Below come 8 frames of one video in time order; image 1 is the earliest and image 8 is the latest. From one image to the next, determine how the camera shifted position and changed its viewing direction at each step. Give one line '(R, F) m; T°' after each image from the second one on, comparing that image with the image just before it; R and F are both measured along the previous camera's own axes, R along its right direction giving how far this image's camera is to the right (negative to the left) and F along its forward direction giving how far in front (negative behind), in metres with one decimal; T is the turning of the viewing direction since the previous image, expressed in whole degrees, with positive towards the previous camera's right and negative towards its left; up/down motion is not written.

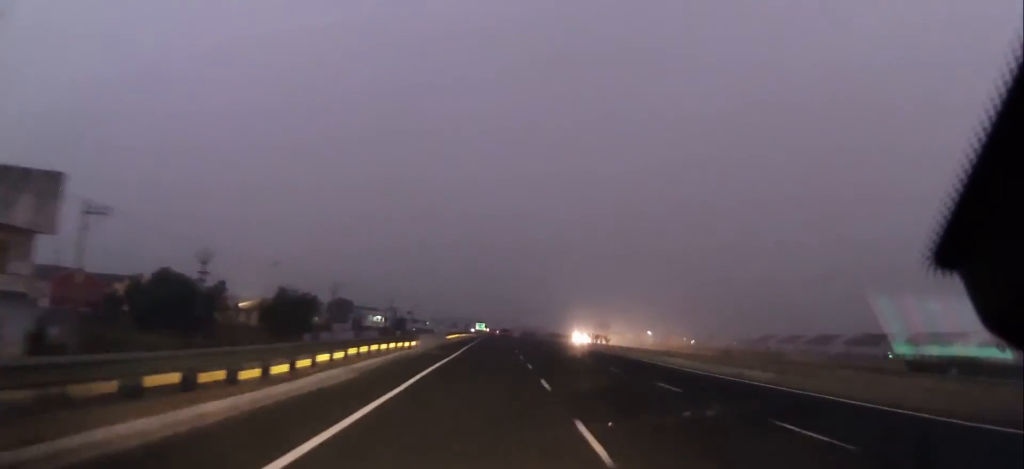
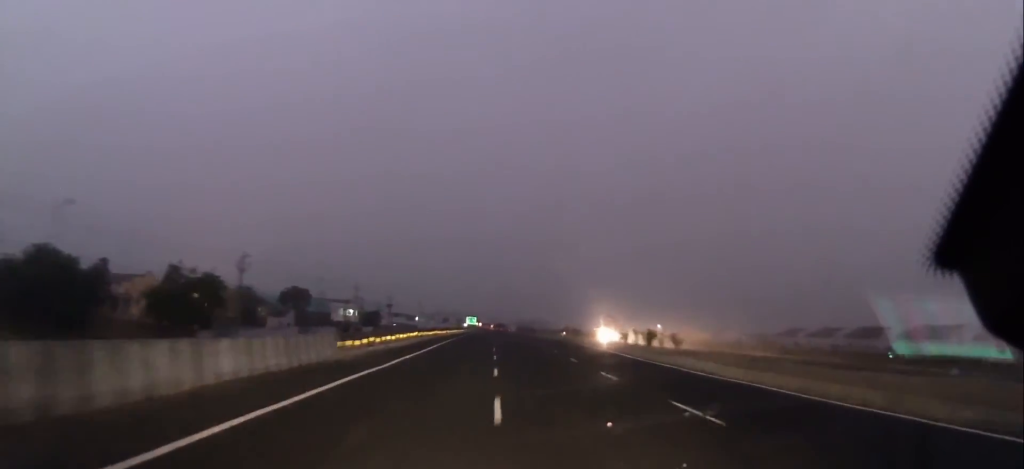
(+0.4, +33.7) m; 0°
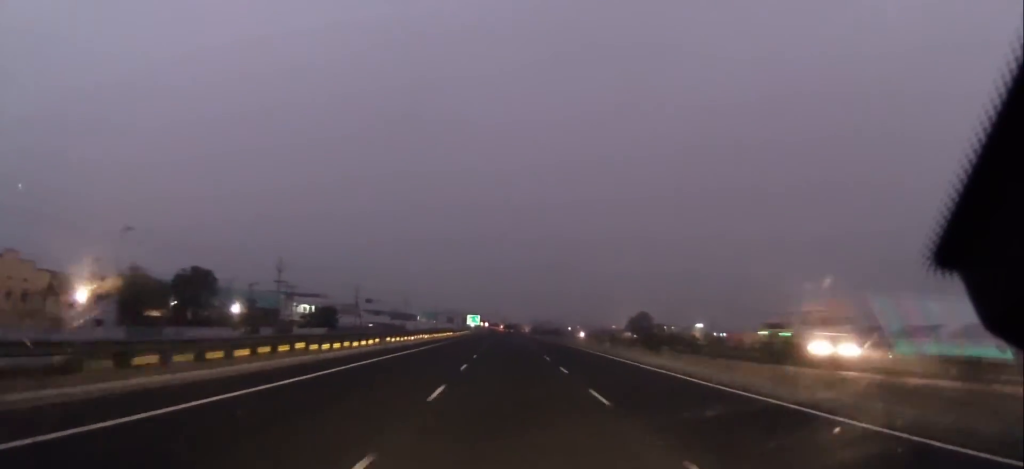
(-0.7, +51.4) m; -1°
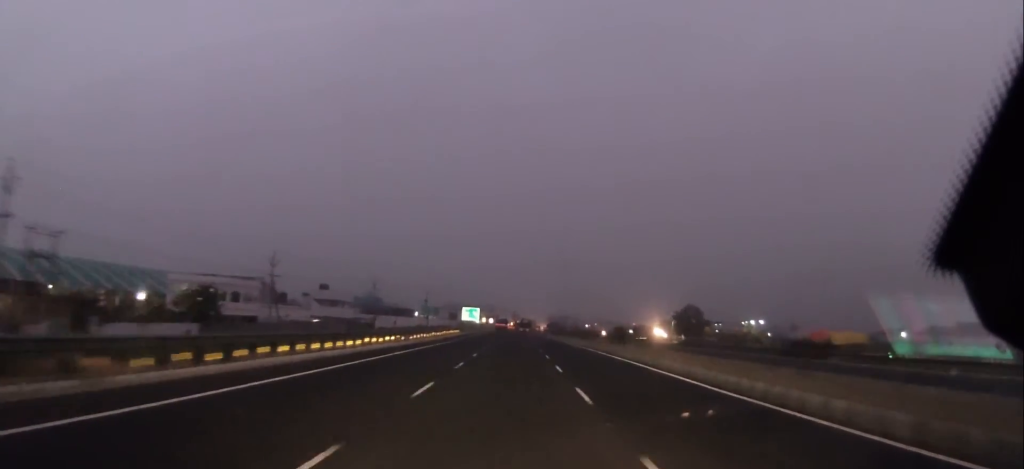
(-0.6, +53.6) m; -1°
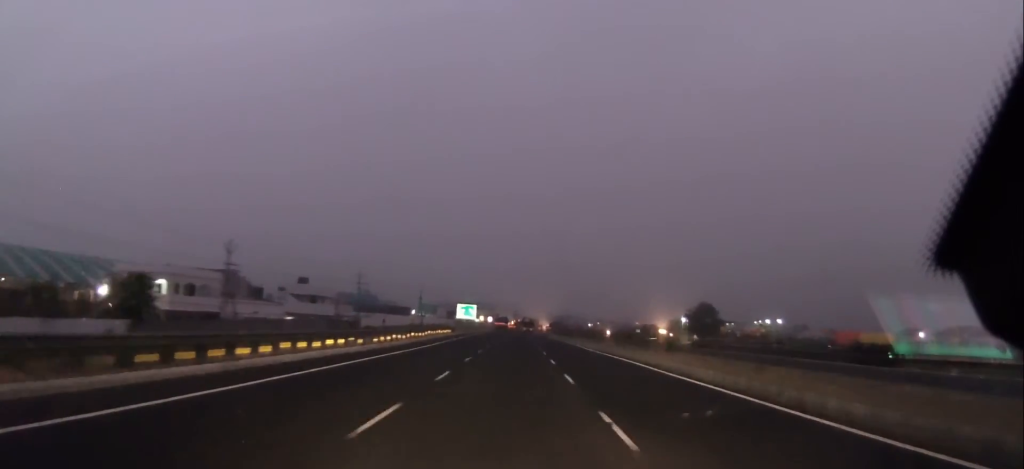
(-0.2, +13.9) m; 0°
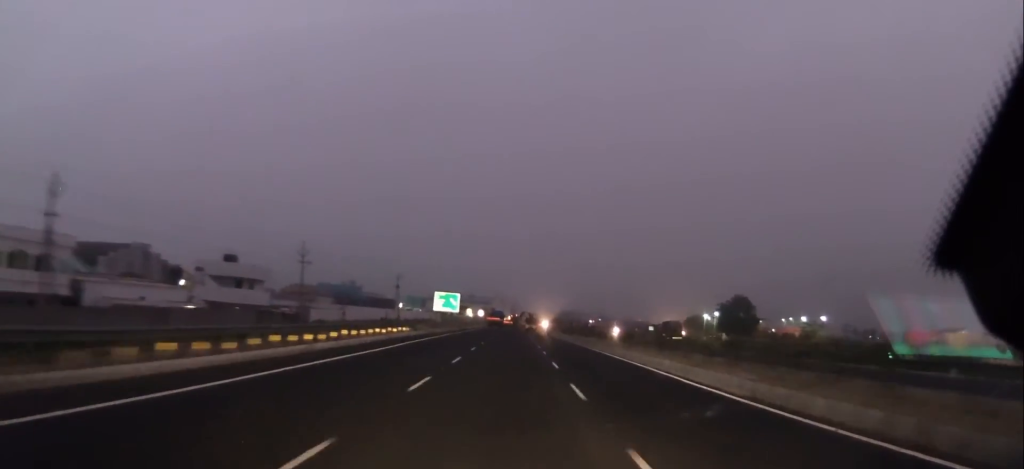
(+0.5, +30.8) m; 0°
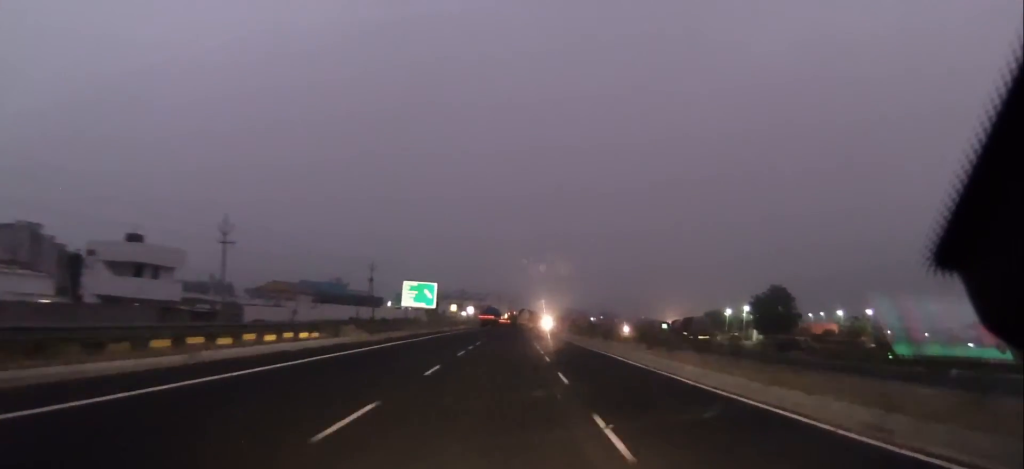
(-0.3, +23.6) m; 0°
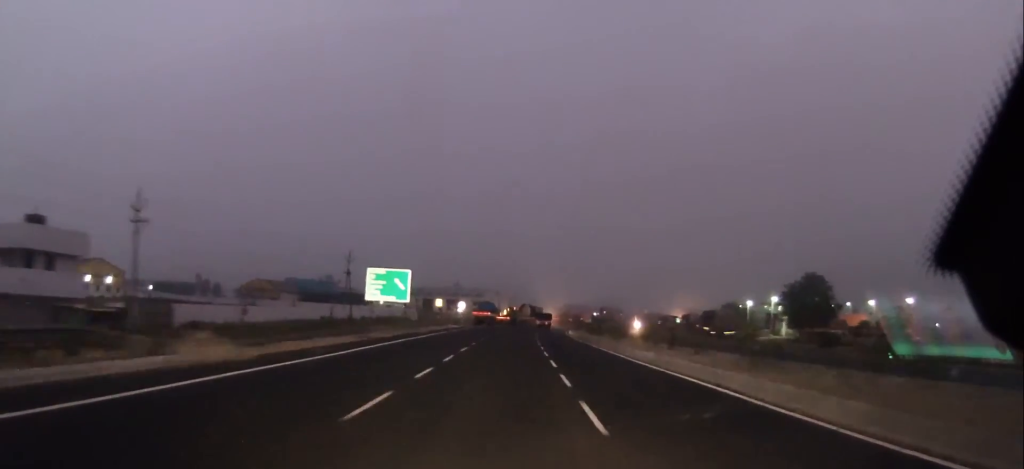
(0.0, +16.5) m; 0°
